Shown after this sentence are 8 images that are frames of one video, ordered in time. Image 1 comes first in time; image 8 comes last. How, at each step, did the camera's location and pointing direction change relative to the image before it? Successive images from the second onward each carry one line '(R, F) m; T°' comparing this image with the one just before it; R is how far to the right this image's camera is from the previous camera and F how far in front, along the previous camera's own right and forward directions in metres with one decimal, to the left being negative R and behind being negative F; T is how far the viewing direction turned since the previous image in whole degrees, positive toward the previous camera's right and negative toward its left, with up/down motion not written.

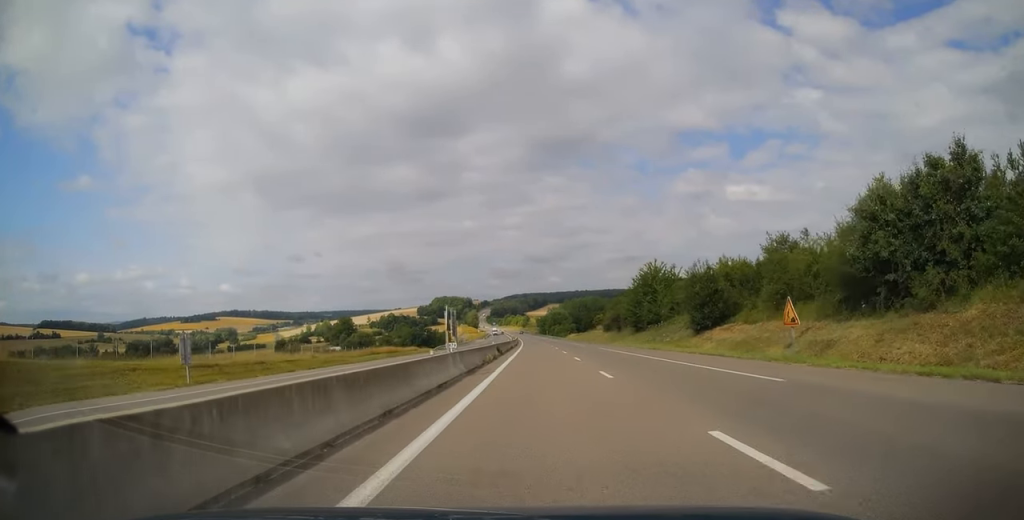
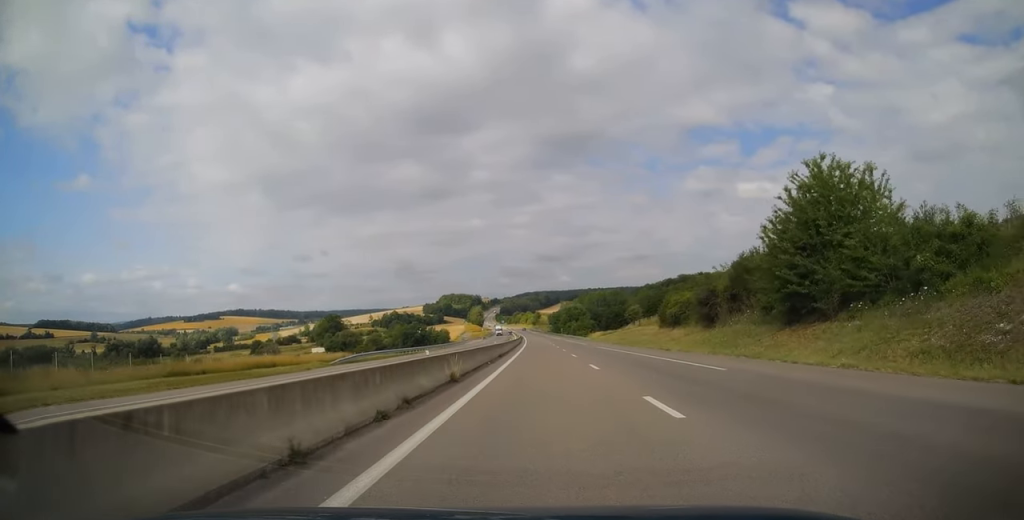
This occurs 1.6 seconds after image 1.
(-1.1, +48.3) m; -1°
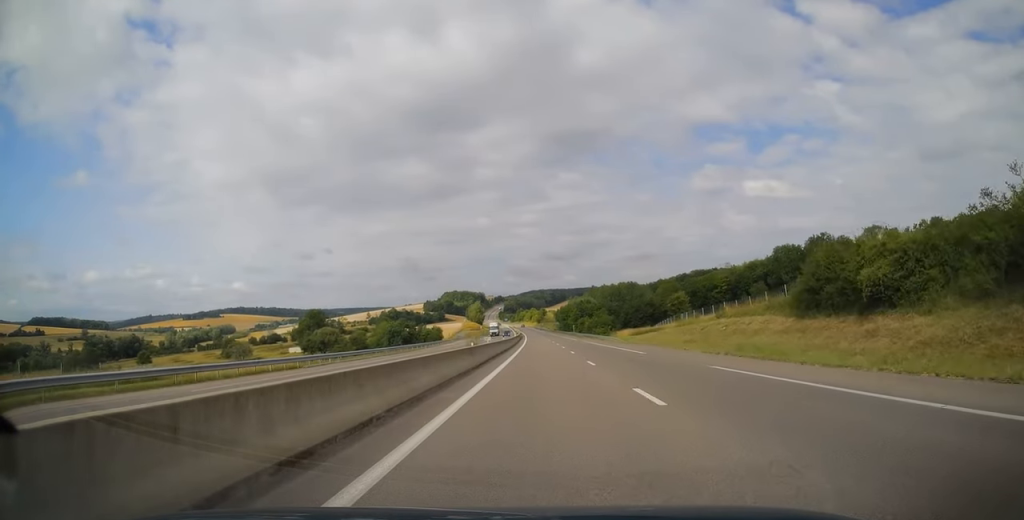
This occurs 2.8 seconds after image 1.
(+0.3, +38.0) m; 0°
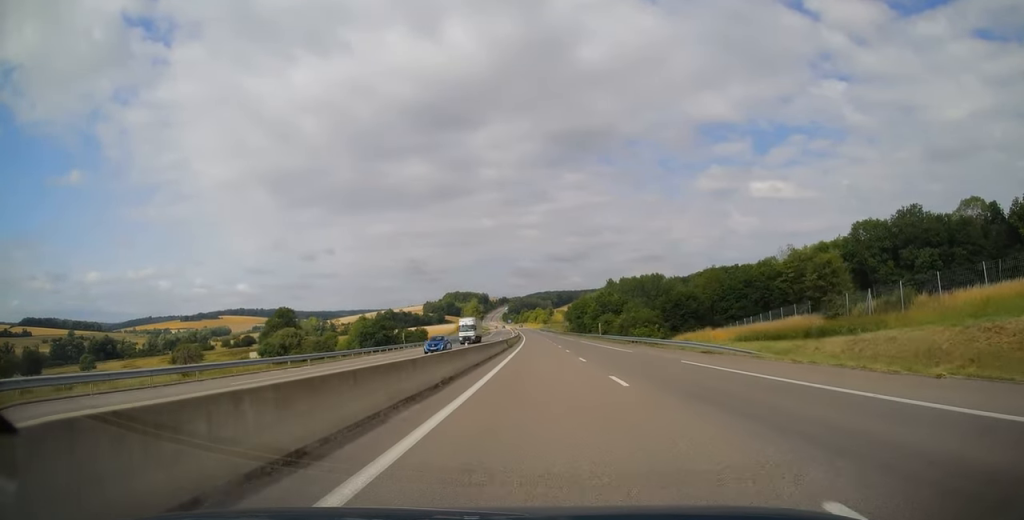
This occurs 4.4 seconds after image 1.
(-0.7, +48.7) m; -1°
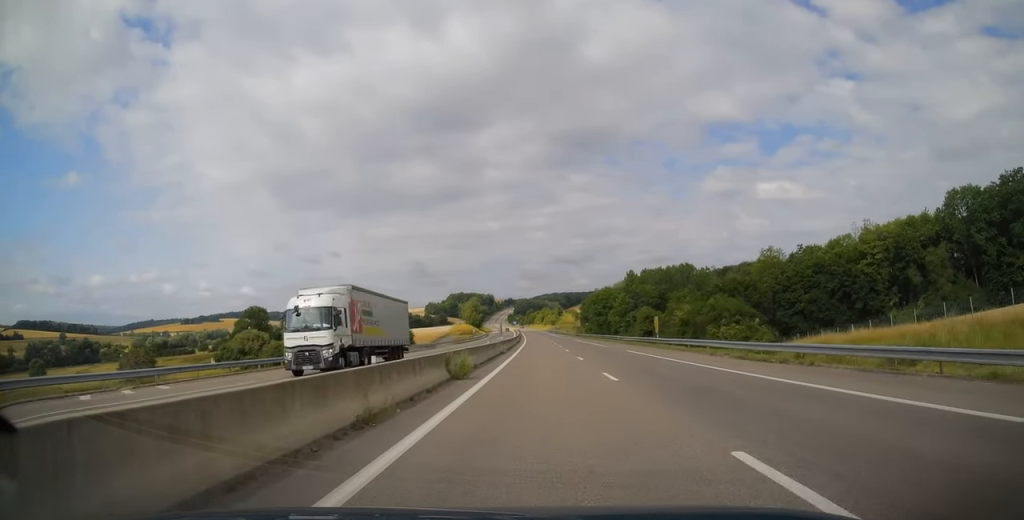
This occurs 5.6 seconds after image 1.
(0.0, +37.4) m; 0°
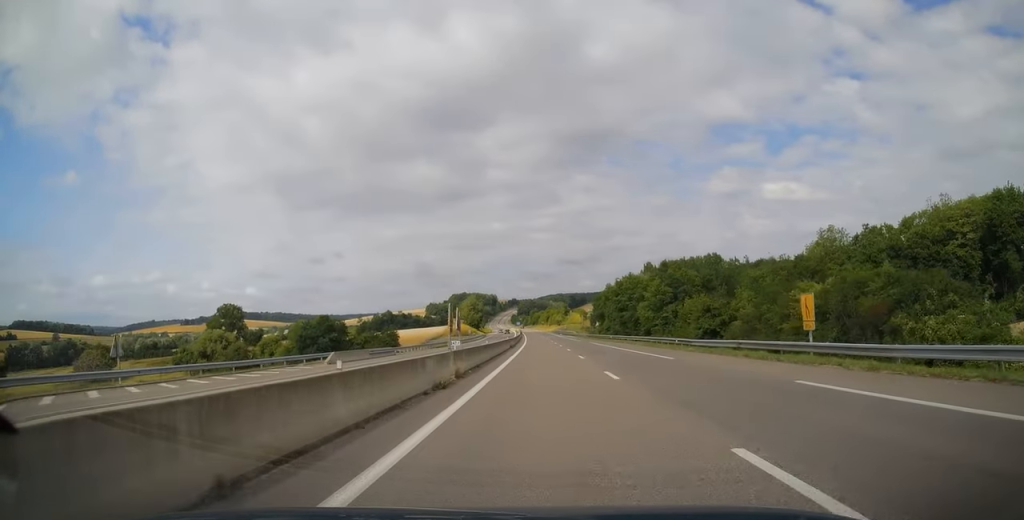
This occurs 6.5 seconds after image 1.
(0.0, +26.1) m; -1°
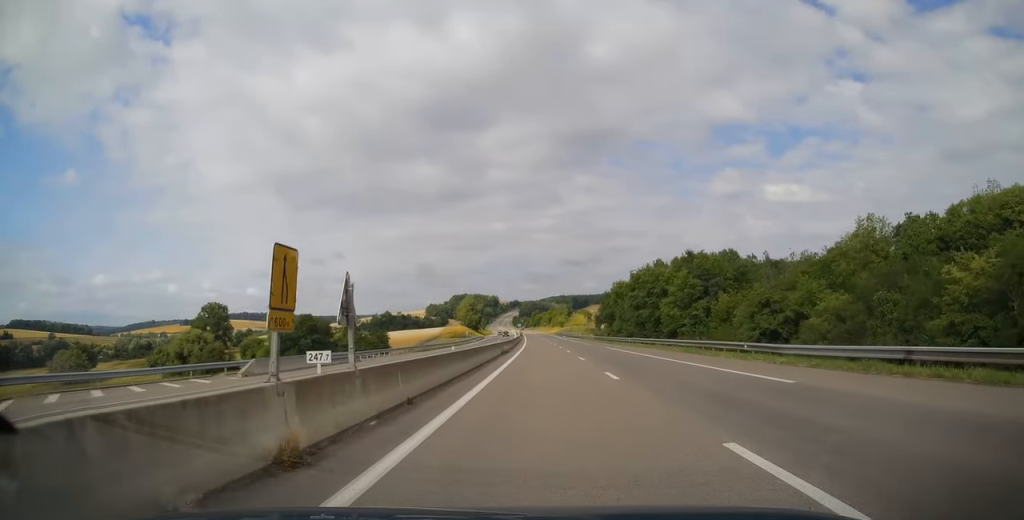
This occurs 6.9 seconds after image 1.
(+0.1, +12.7) m; 0°
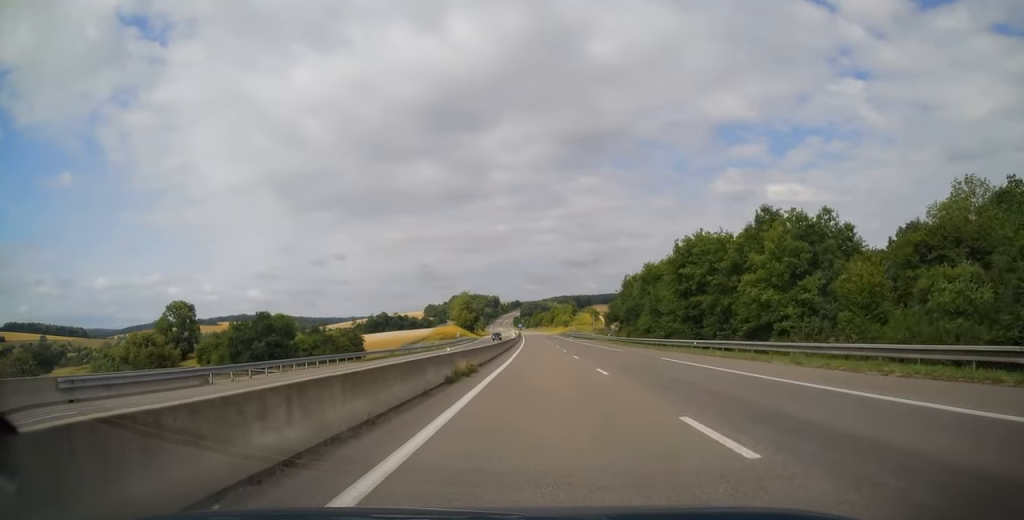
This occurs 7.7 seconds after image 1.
(-0.2, +24.0) m; -1°
